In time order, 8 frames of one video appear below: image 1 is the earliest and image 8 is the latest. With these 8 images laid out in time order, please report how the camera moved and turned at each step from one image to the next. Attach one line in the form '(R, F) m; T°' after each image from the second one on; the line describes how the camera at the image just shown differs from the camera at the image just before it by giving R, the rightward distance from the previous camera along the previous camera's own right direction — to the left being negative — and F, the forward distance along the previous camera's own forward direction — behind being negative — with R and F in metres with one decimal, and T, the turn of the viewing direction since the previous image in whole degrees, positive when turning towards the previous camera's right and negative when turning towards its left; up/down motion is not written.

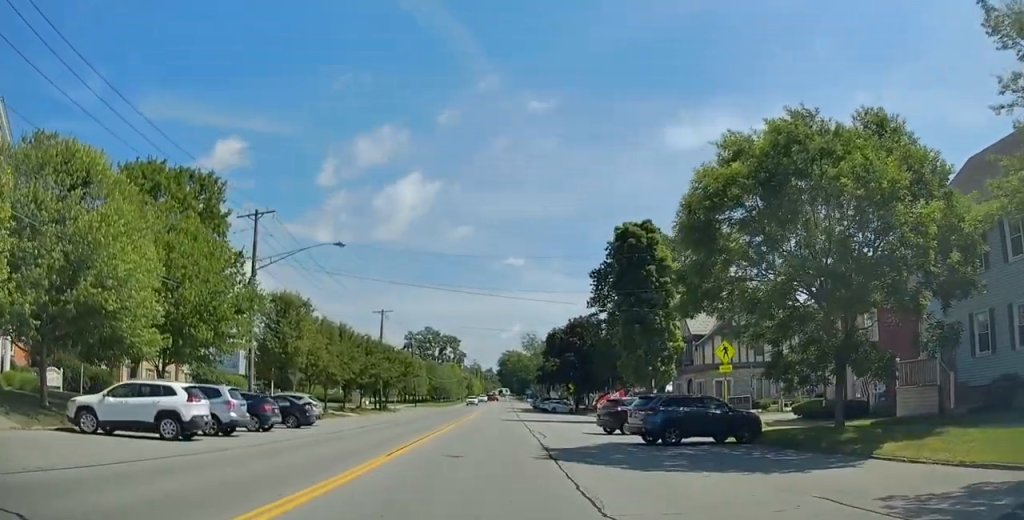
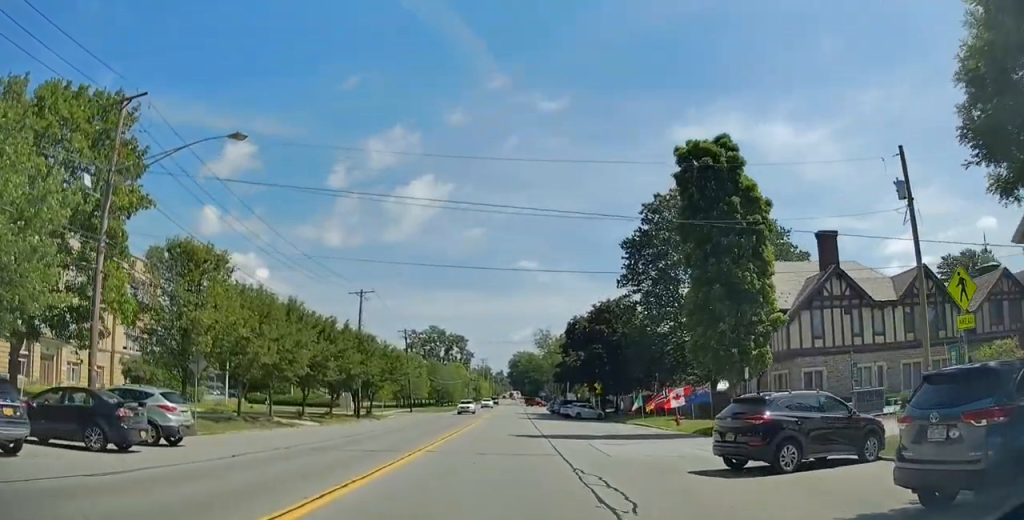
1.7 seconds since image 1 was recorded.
(0.0, +15.8) m; 0°
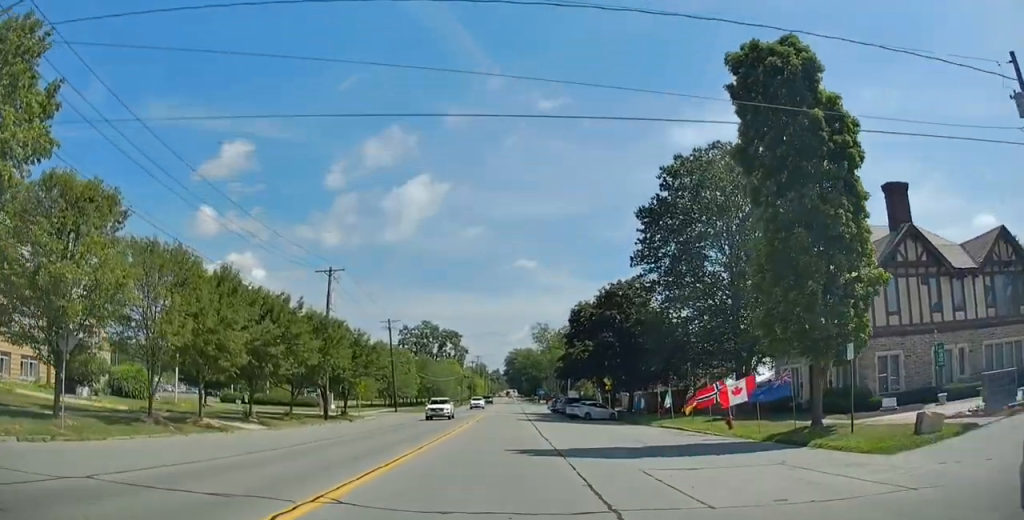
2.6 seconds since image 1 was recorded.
(0.0, +9.5) m; 0°
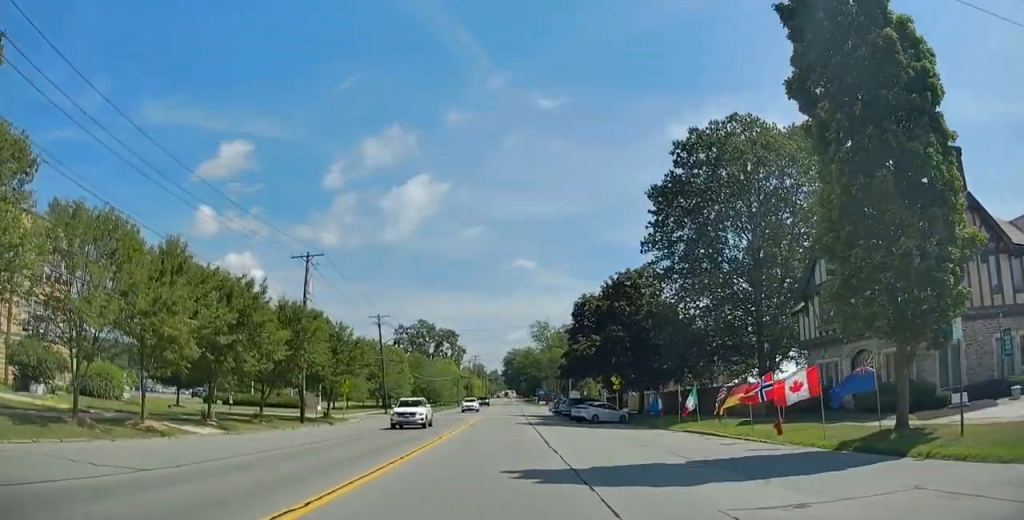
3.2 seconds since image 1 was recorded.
(+0.1, +5.3) m; 0°
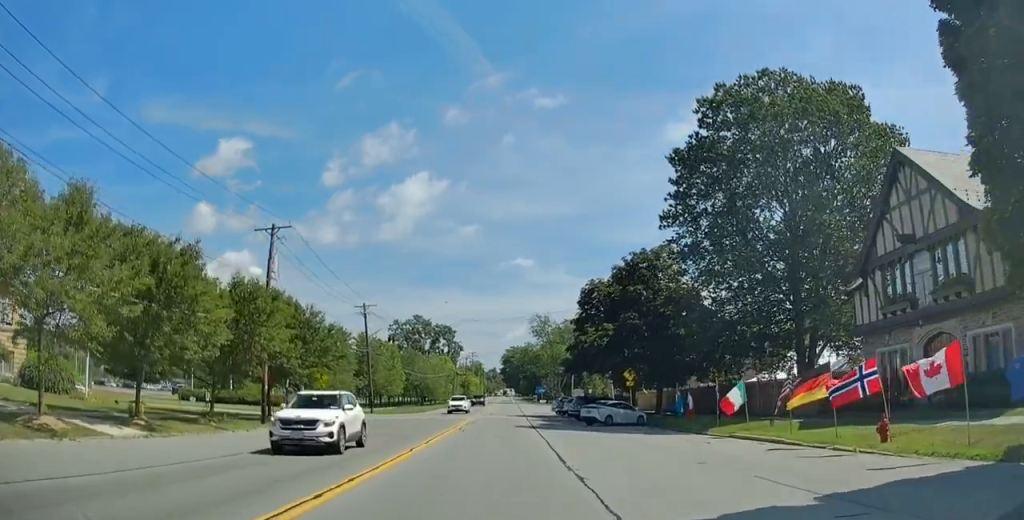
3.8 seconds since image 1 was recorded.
(0.0, +6.7) m; -1°
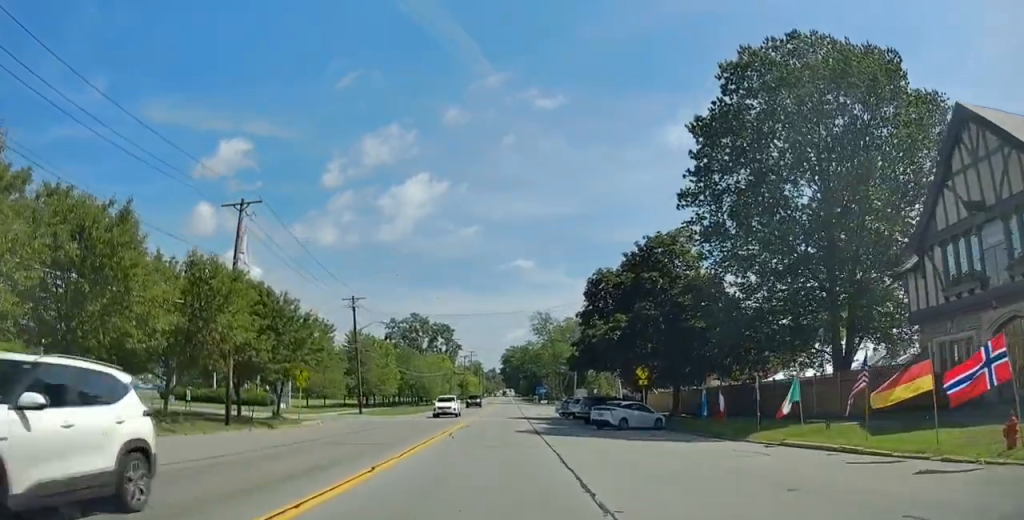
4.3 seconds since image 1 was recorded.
(-0.1, +4.8) m; -1°
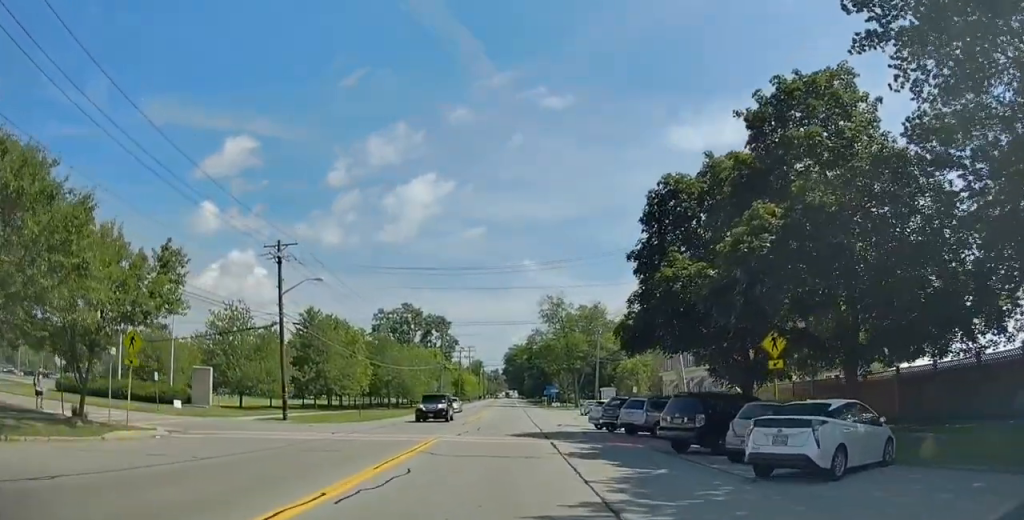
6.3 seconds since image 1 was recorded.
(+0.3, +21.3) m; +2°
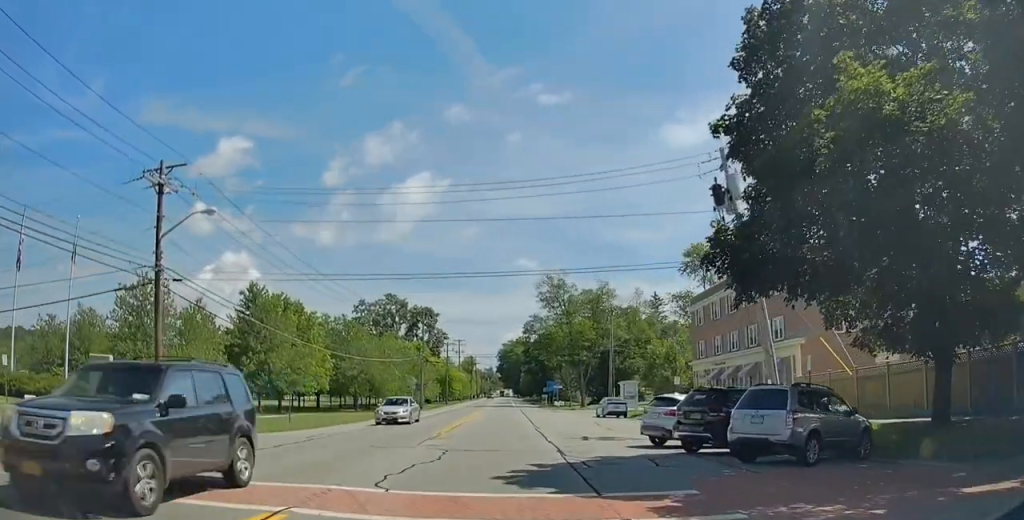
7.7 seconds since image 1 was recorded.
(+0.1, +14.3) m; 0°
